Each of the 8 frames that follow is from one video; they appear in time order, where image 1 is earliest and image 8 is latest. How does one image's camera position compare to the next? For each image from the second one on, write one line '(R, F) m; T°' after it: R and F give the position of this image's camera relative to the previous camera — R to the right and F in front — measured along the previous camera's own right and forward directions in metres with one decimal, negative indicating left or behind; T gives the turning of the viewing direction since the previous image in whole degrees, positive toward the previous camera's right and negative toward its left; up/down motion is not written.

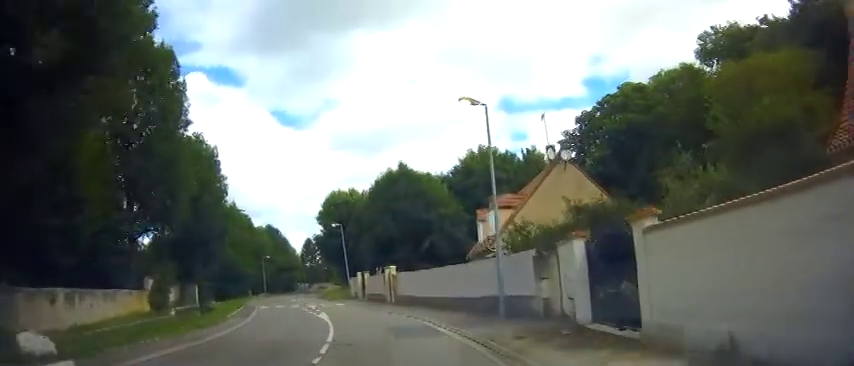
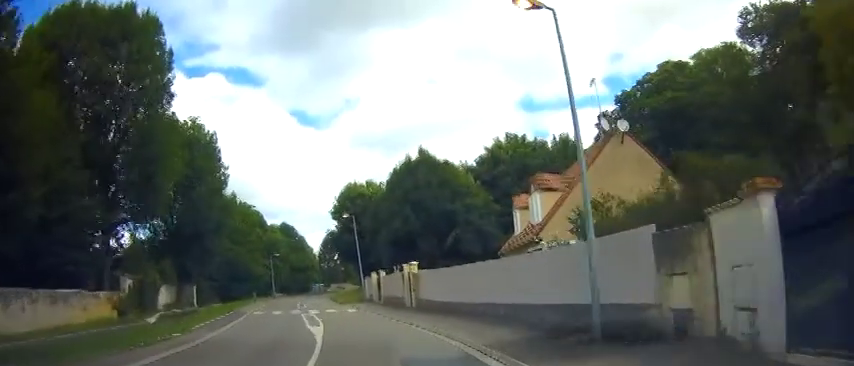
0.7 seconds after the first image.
(-0.1, +5.5) m; -3°
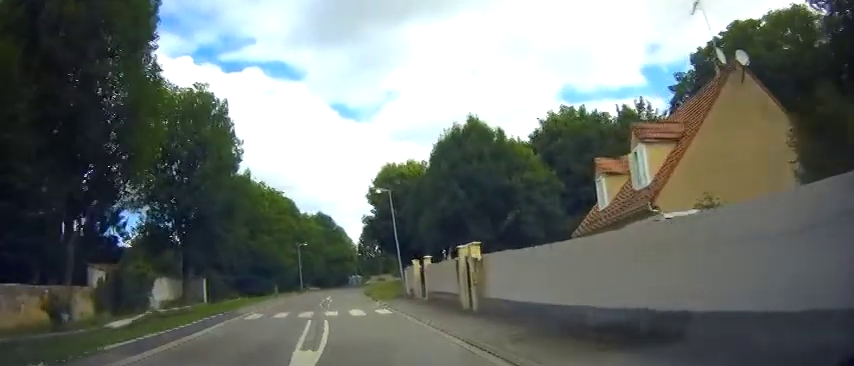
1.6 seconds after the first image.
(-0.3, +7.4) m; -3°
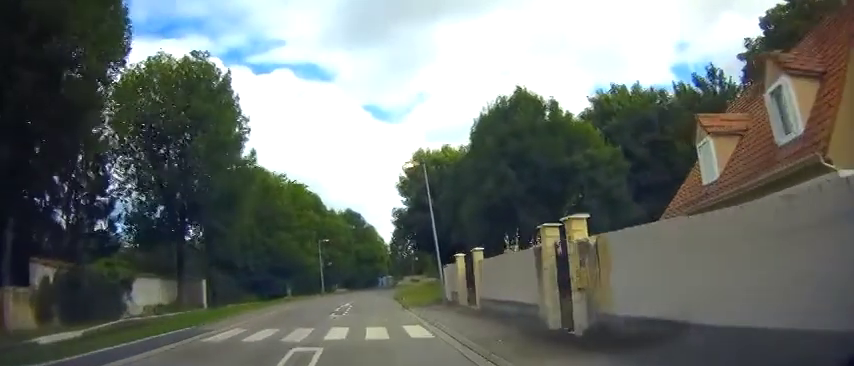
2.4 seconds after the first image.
(-0.2, +6.8) m; -2°
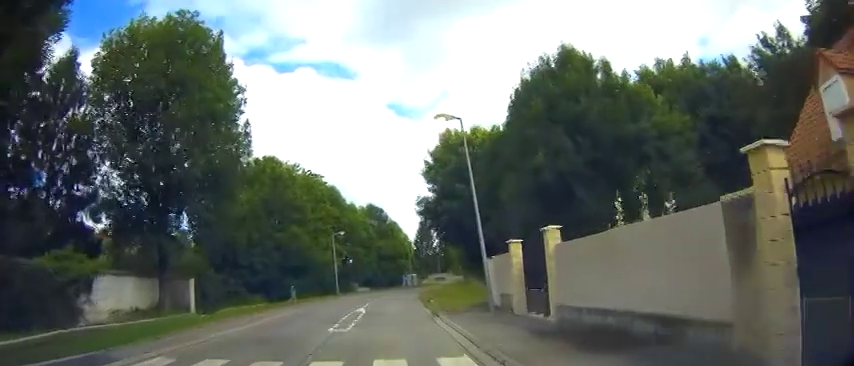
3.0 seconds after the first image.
(-0.1, +6.2) m; -1°
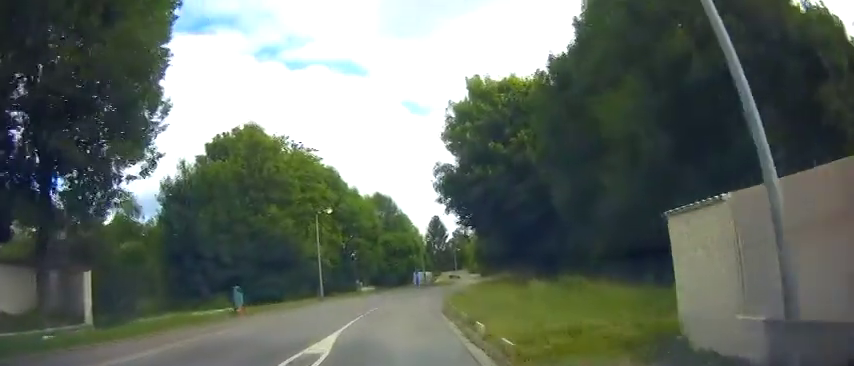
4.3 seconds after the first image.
(-0.2, +12.4) m; -1°
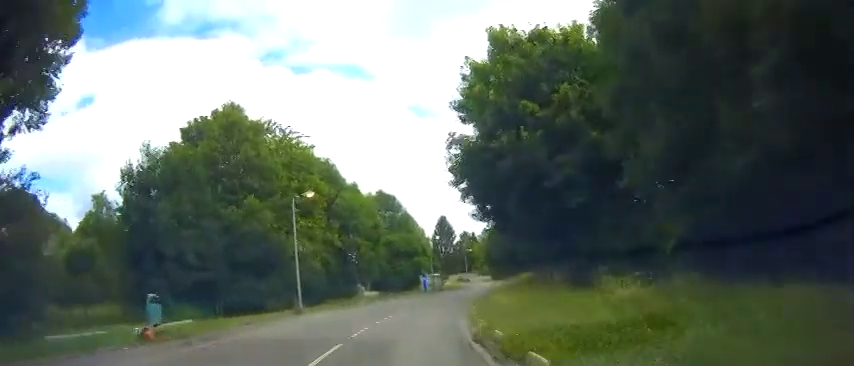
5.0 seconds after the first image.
(0.0, +7.4) m; +1°
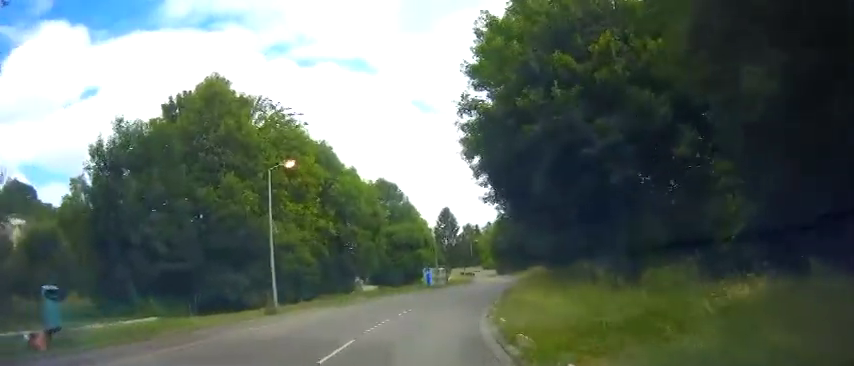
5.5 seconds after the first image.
(+0.1, +4.5) m; +2°
